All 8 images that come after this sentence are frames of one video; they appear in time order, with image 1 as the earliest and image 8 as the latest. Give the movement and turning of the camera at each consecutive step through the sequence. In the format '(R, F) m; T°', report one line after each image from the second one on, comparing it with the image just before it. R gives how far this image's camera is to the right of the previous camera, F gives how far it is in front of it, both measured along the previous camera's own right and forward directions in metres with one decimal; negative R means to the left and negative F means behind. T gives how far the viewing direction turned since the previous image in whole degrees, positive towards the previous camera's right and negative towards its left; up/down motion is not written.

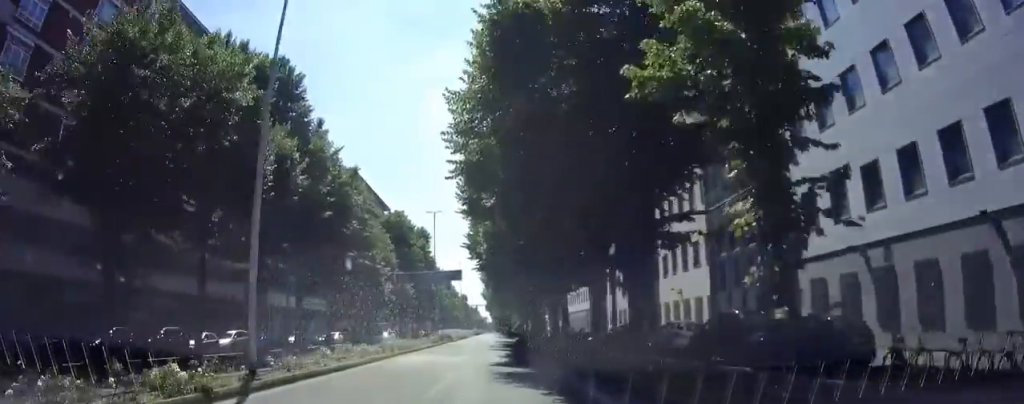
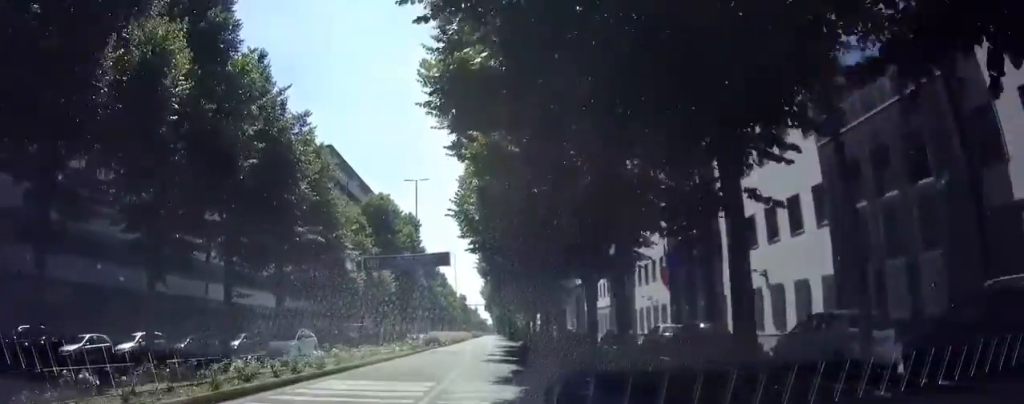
(0.0, +11.0) m; 0°
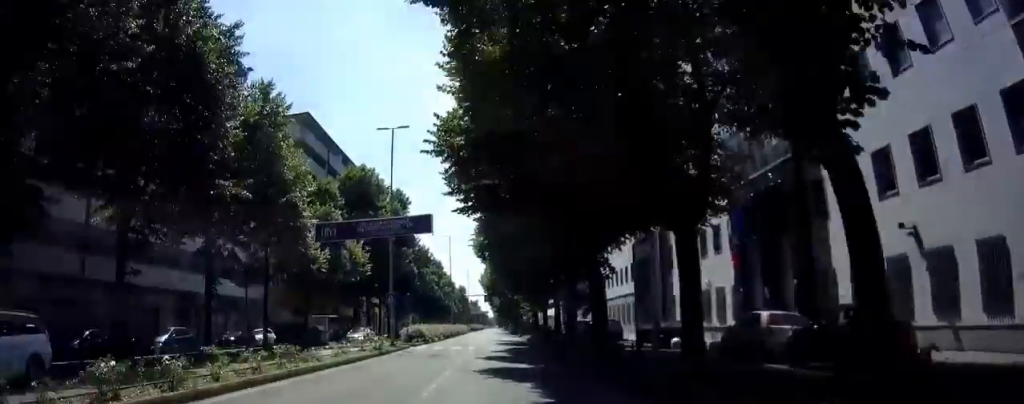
(0.0, +9.9) m; 0°
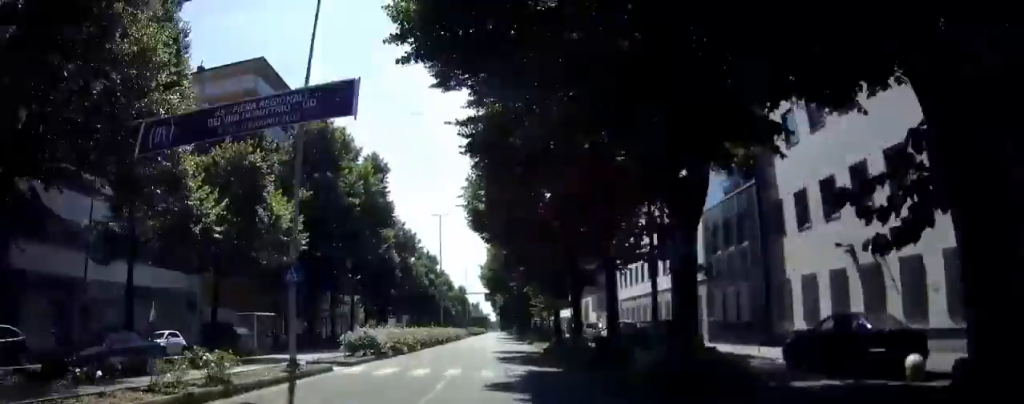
(0.0, +14.3) m; 0°
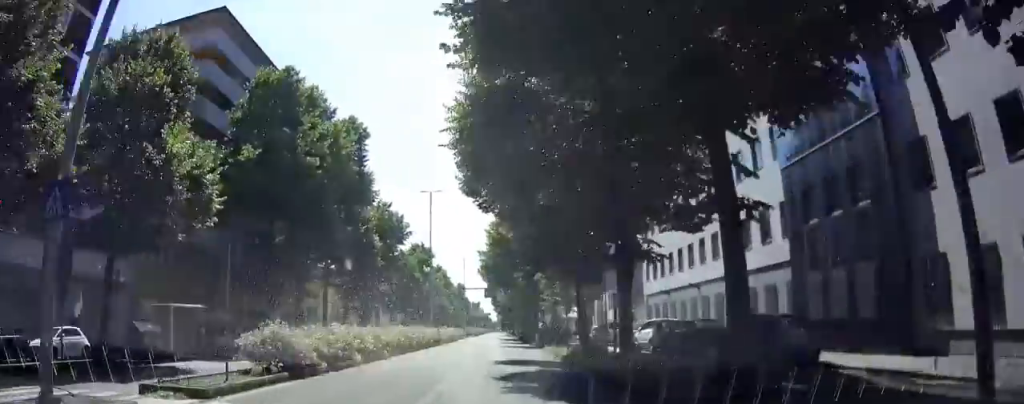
(0.0, +8.9) m; 0°
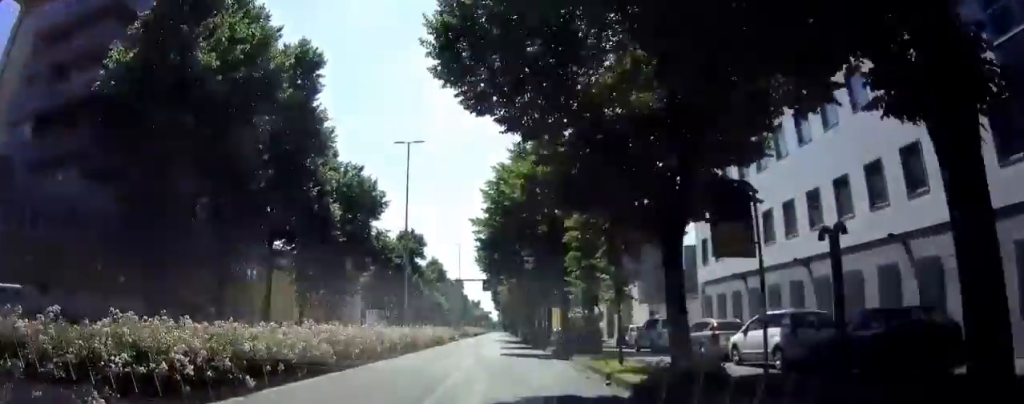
(0.0, +11.9) m; 0°
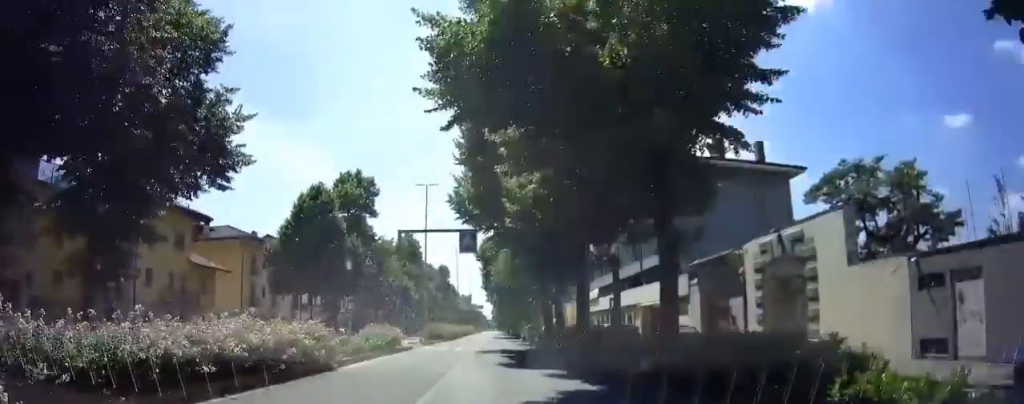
(-0.1, +29.6) m; 0°
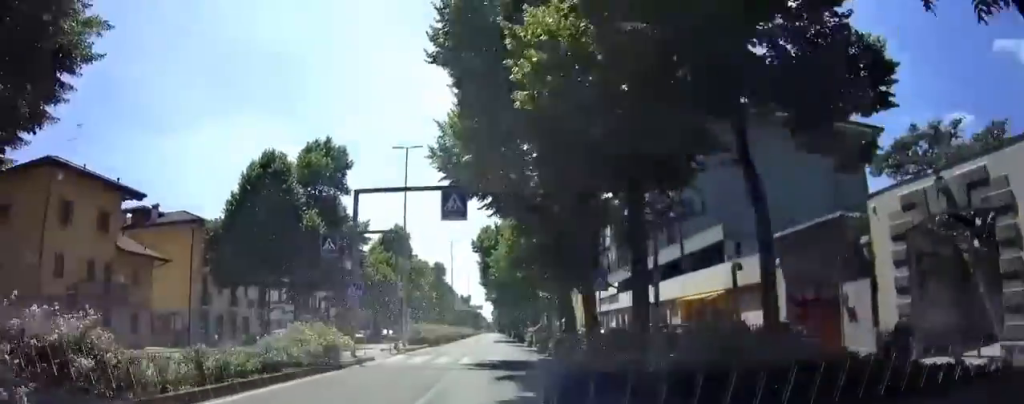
(0.0, +9.0) m; 0°
